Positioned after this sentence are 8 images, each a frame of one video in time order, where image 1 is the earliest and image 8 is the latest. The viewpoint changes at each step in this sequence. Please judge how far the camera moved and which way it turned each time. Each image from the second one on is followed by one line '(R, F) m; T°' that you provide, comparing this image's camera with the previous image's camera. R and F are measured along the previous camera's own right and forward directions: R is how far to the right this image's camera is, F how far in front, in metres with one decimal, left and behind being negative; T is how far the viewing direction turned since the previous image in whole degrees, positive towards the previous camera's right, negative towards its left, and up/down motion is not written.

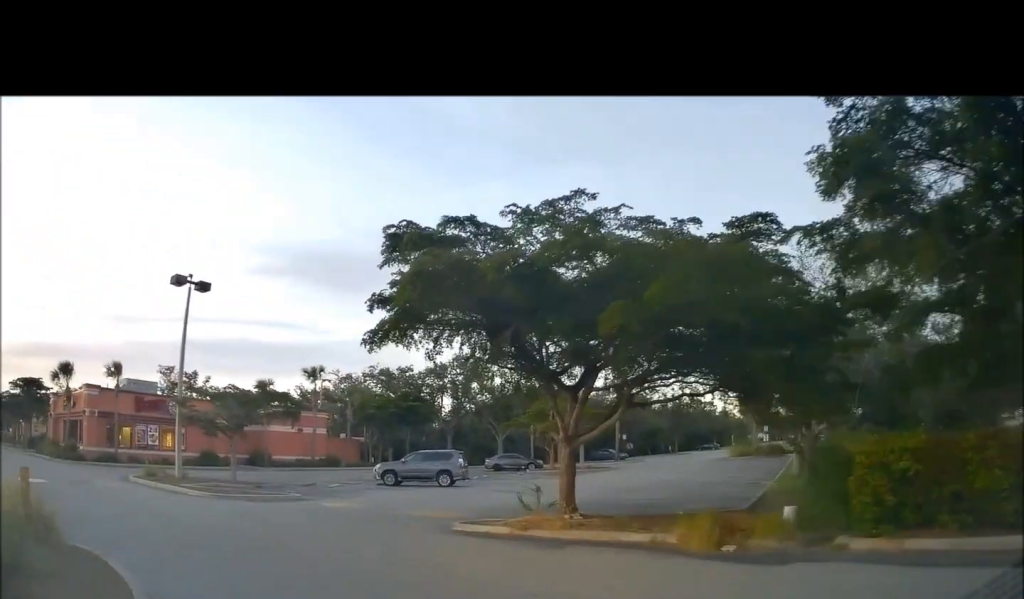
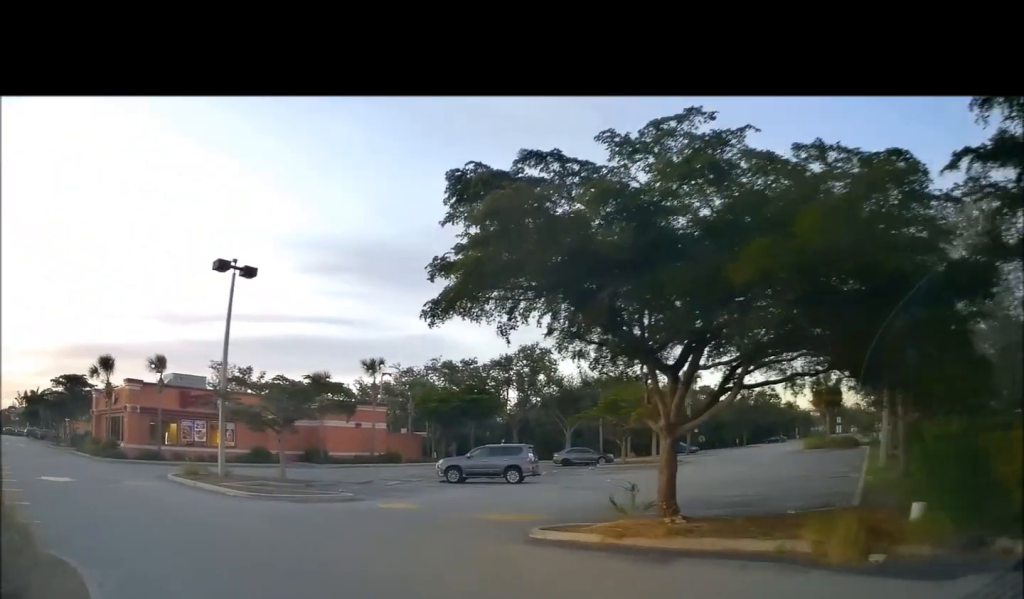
(-0.3, +2.2) m; -7°
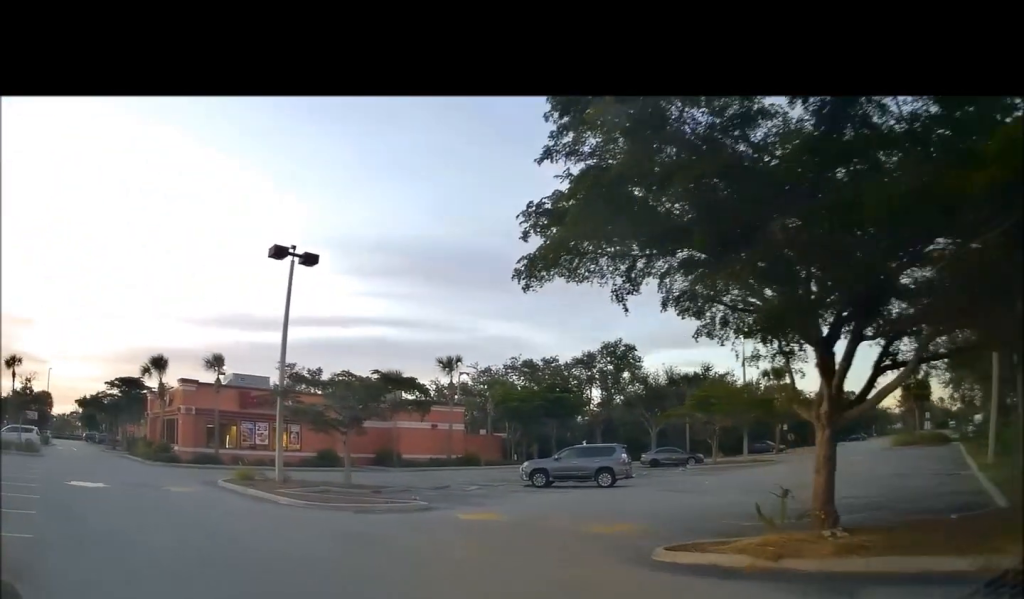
(-0.2, +2.7) m; -7°
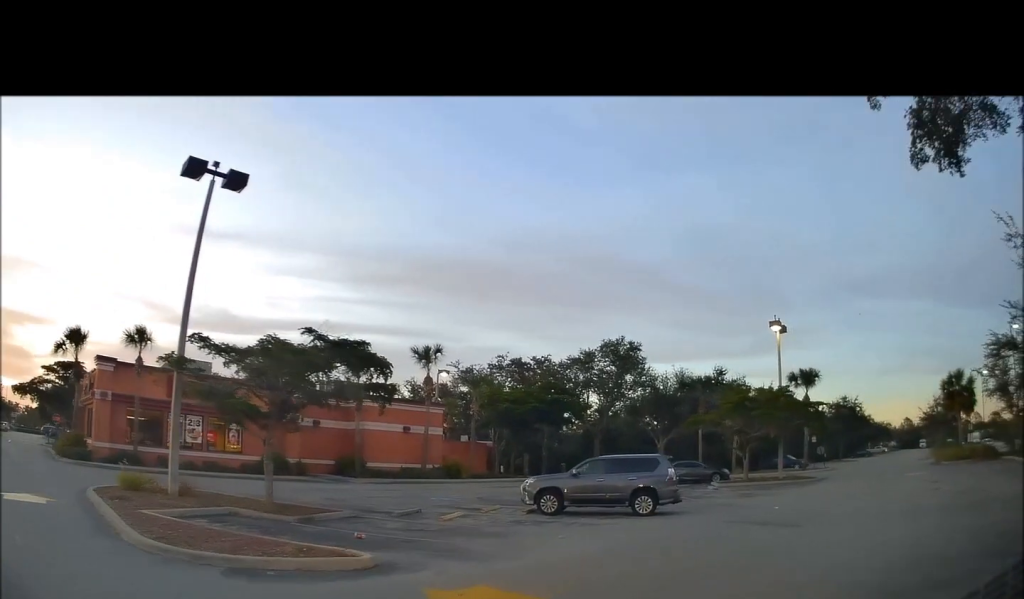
(0.0, +7.8) m; +5°
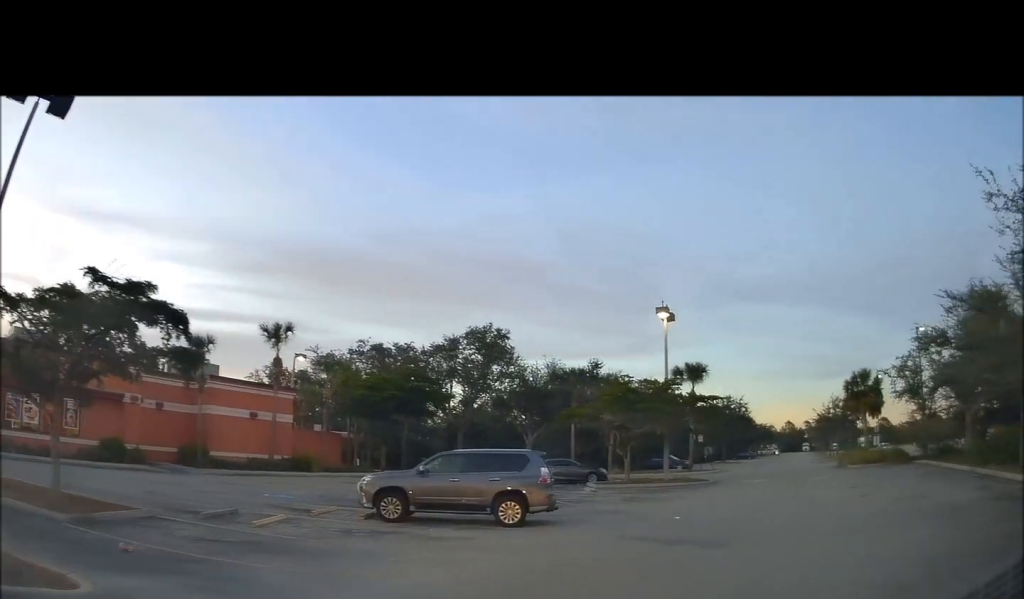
(+0.1, +3.4) m; +4°
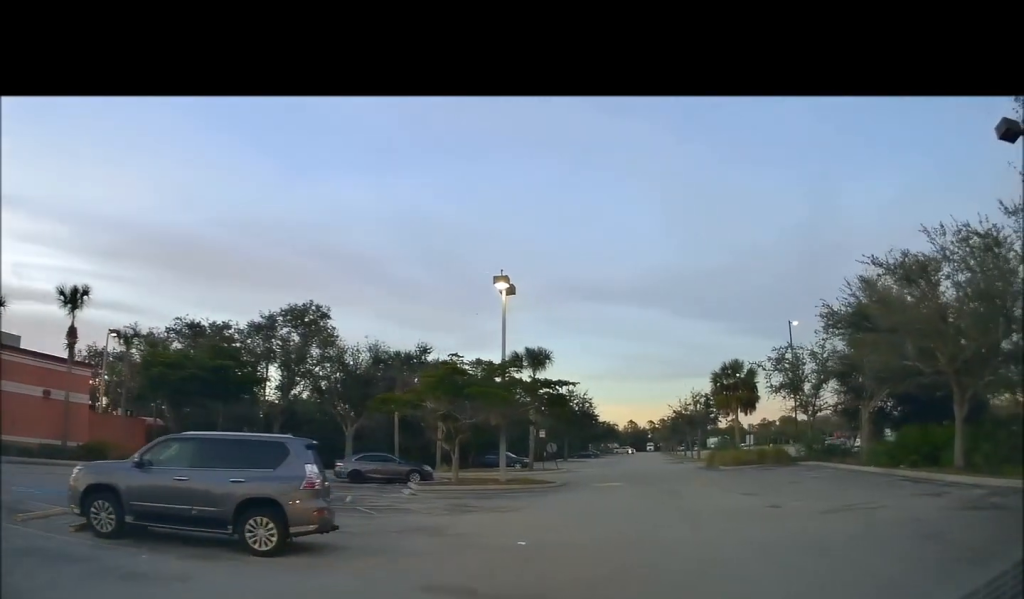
(+0.3, +4.7) m; +13°
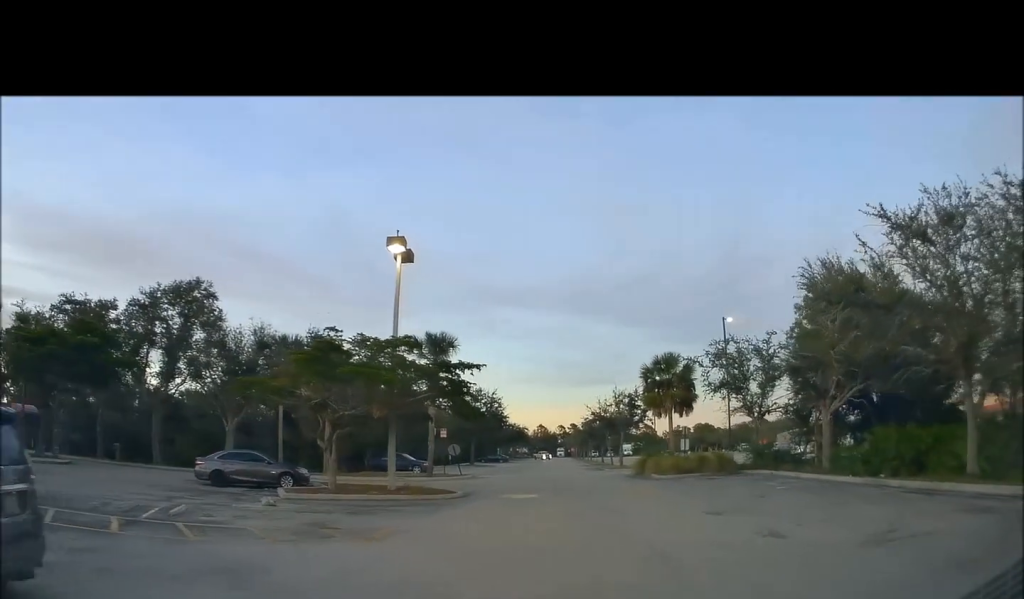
(+0.7, +4.8) m; +10°
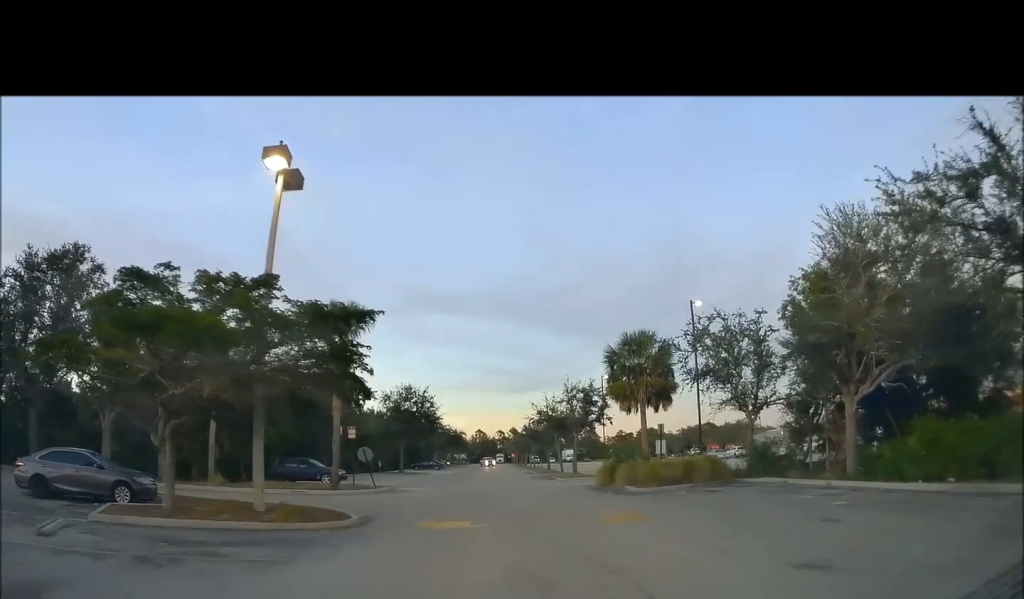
(+0.4, +7.0) m; +3°
